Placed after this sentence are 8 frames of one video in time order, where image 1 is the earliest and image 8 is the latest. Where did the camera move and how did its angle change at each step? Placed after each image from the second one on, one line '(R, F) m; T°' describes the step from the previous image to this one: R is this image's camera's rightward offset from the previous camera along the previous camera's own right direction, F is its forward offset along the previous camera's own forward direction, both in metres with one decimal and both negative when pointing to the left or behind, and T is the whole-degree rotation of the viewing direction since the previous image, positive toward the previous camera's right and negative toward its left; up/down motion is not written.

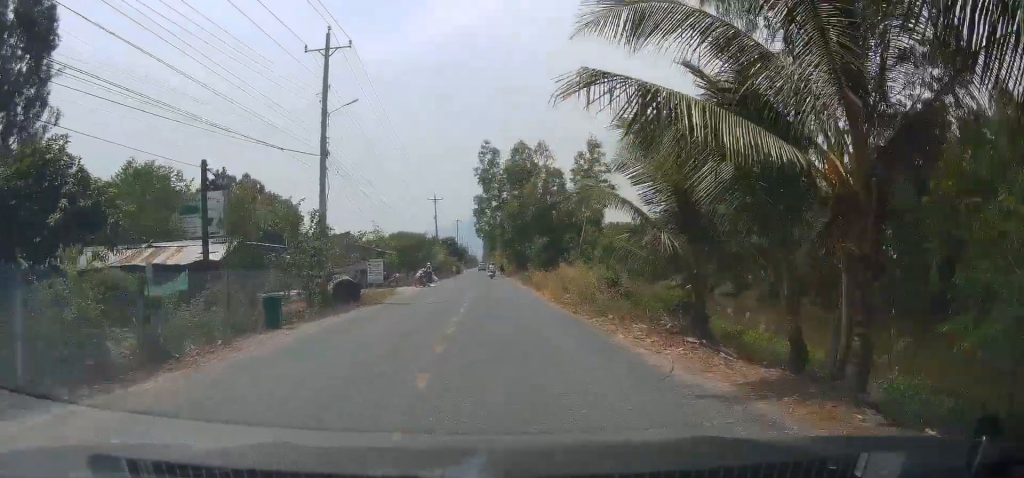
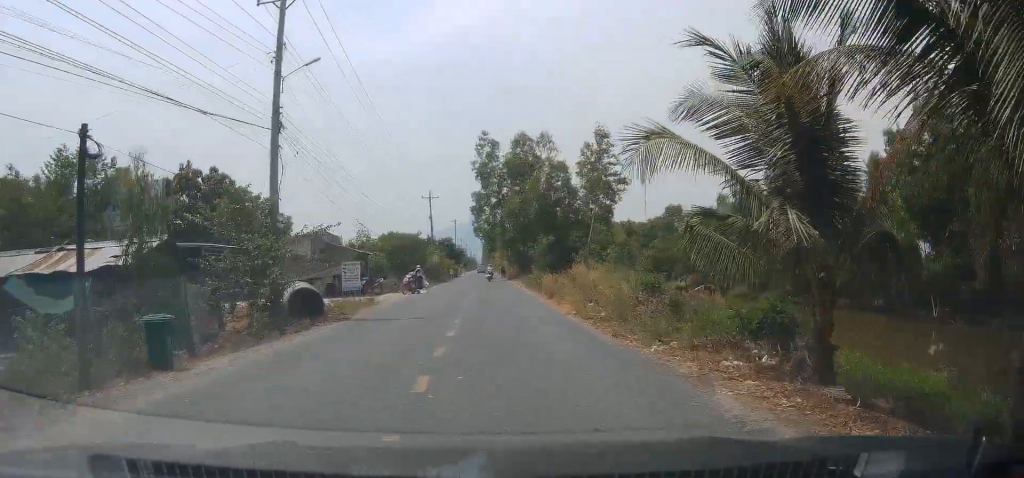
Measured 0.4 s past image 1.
(0.0, +6.1) m; 0°
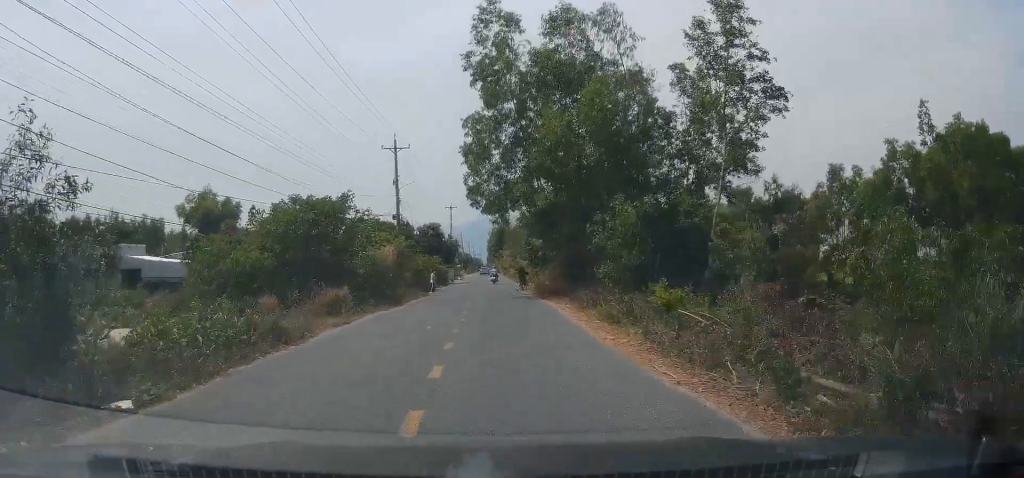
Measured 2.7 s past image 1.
(+0.4, +35.0) m; +1°
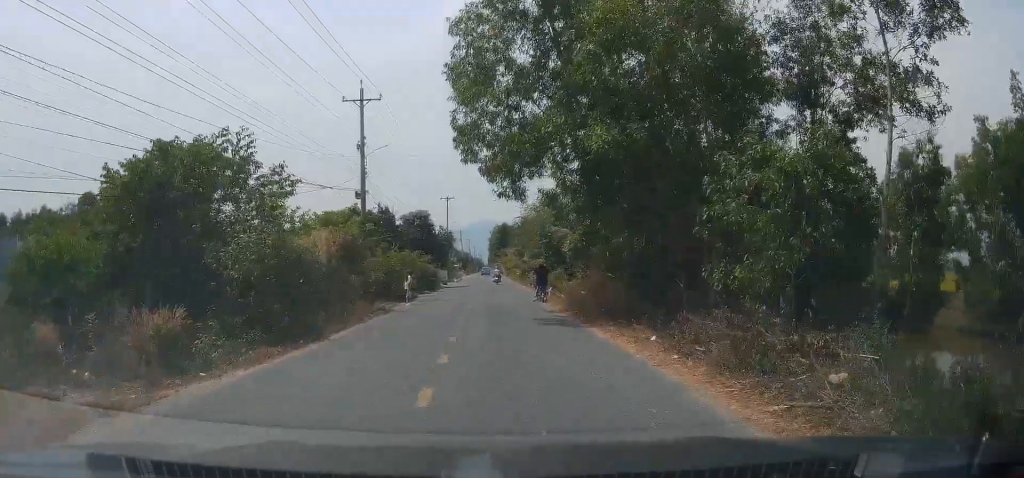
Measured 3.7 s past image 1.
(-0.3, +13.8) m; 0°
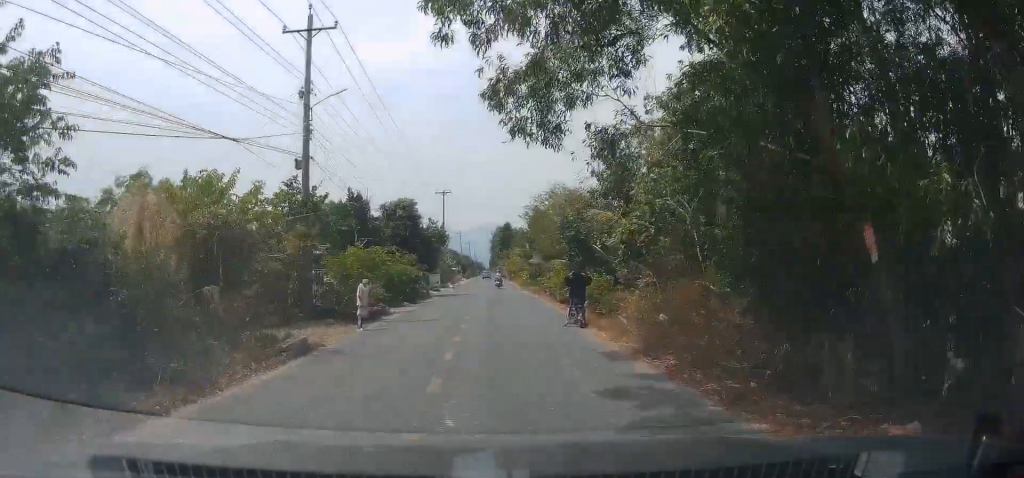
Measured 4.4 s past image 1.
(+0.2, +10.7) m; +1°
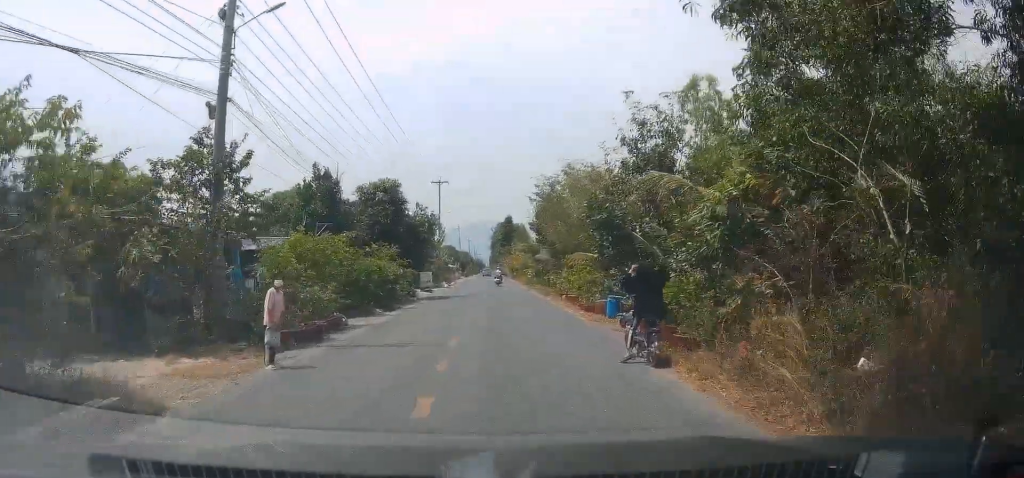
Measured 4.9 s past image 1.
(0.0, +7.3) m; 0°
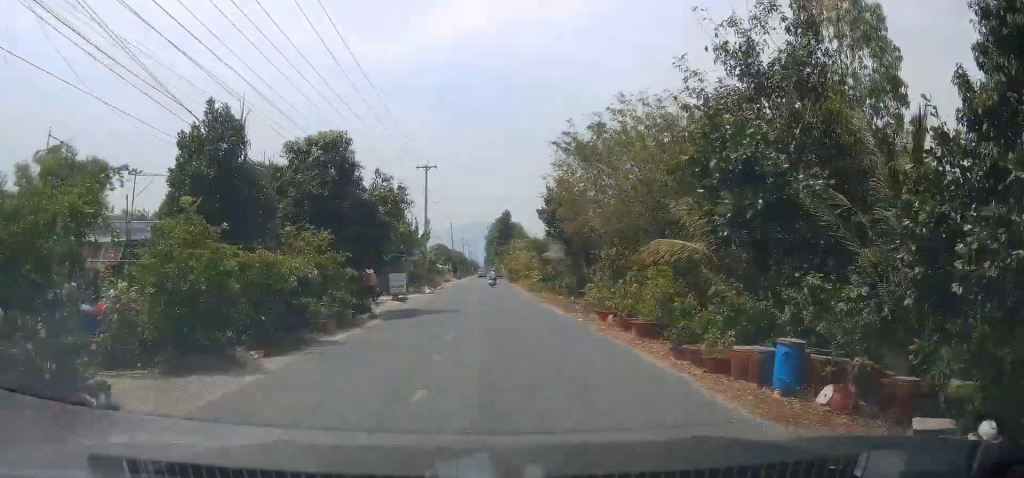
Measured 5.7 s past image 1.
(+0.1, +11.5) m; -1°
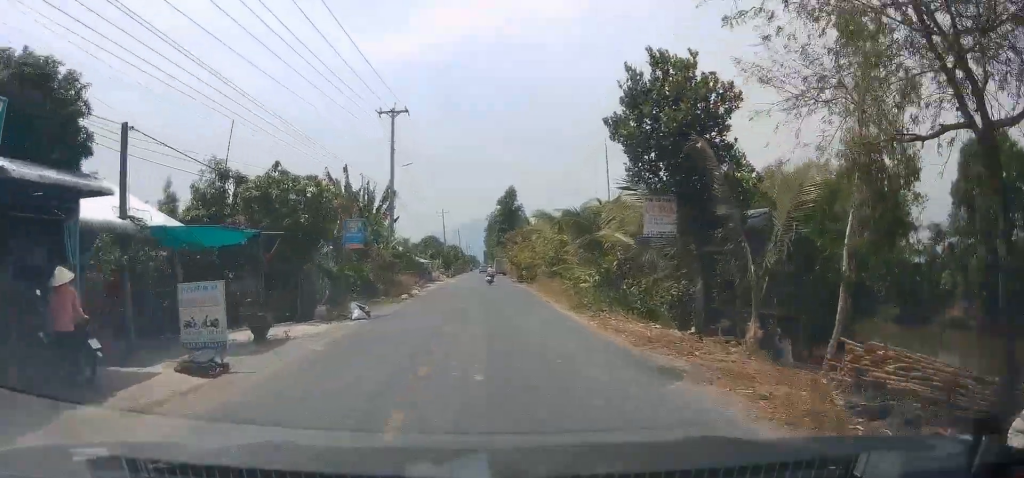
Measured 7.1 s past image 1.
(-0.6, +21.4) m; -1°
